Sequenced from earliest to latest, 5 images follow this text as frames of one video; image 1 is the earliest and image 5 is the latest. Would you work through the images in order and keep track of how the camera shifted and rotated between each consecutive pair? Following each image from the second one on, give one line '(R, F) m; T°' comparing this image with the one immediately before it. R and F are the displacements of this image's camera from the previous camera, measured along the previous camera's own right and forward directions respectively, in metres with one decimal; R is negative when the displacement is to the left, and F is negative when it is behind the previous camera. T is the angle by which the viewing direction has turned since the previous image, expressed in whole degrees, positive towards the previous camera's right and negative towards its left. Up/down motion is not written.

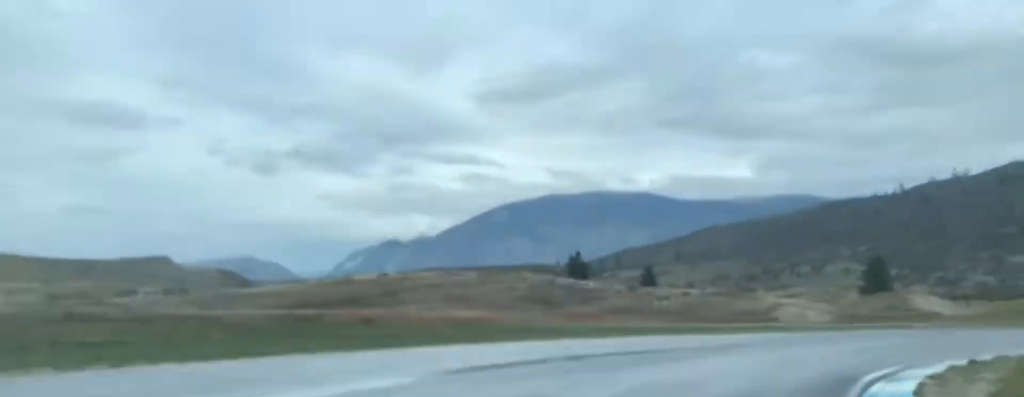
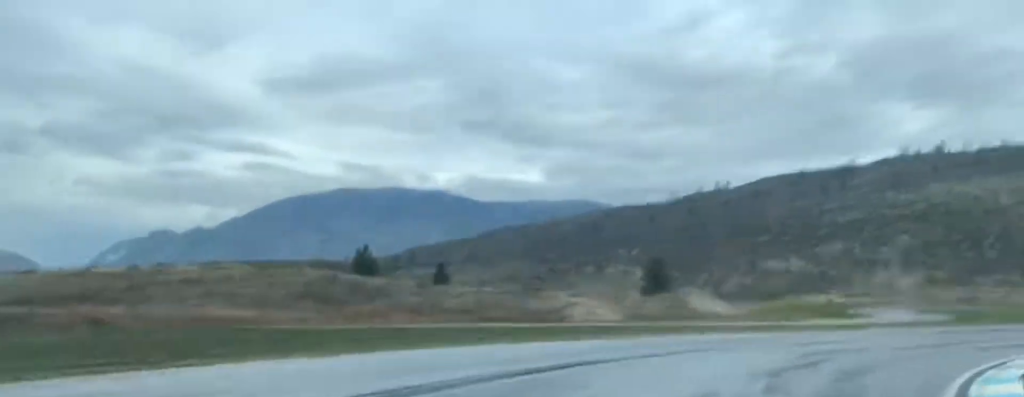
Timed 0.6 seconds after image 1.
(+1.1, +9.4) m; +7°
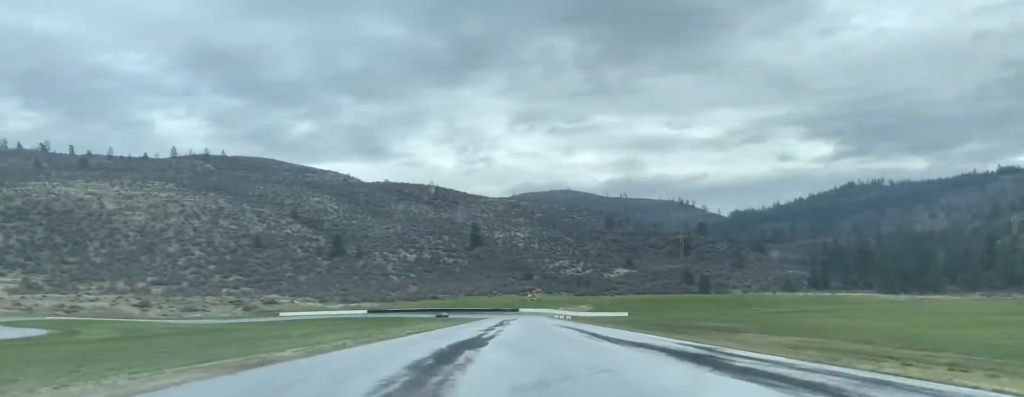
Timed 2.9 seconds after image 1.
(+13.3, +38.9) m; +41°
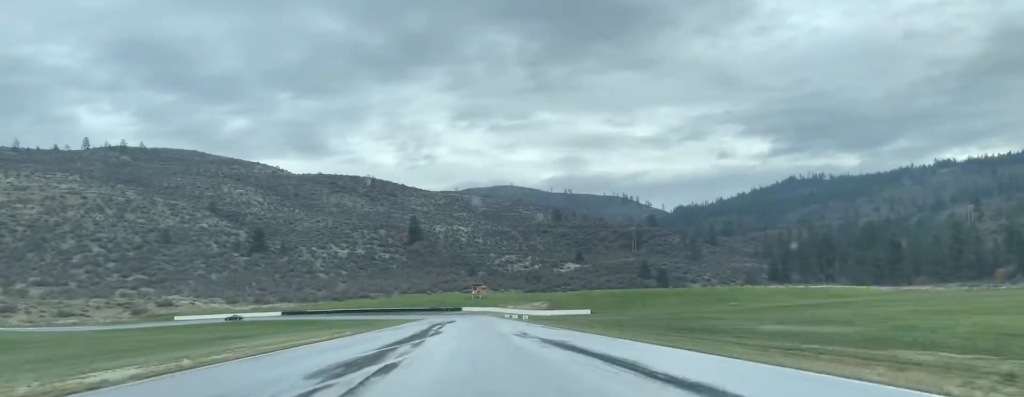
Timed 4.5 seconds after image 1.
(+5.9, +36.5) m; +12°
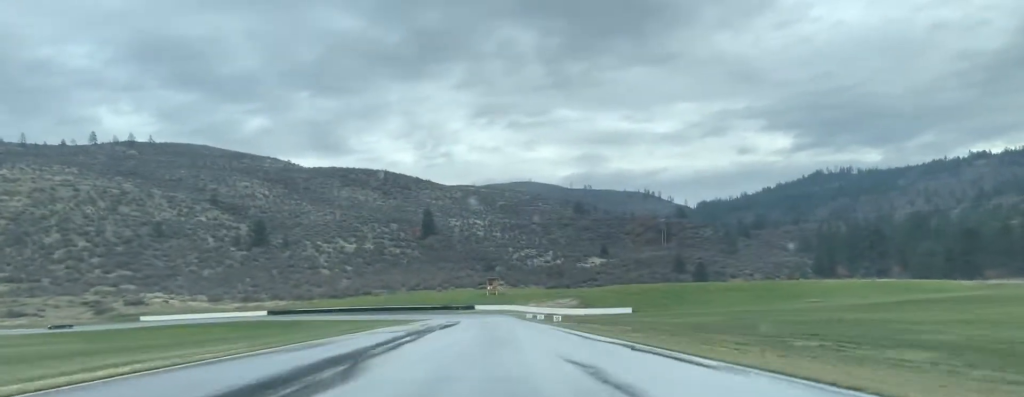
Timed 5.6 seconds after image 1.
(+0.1, +31.6) m; -2°
